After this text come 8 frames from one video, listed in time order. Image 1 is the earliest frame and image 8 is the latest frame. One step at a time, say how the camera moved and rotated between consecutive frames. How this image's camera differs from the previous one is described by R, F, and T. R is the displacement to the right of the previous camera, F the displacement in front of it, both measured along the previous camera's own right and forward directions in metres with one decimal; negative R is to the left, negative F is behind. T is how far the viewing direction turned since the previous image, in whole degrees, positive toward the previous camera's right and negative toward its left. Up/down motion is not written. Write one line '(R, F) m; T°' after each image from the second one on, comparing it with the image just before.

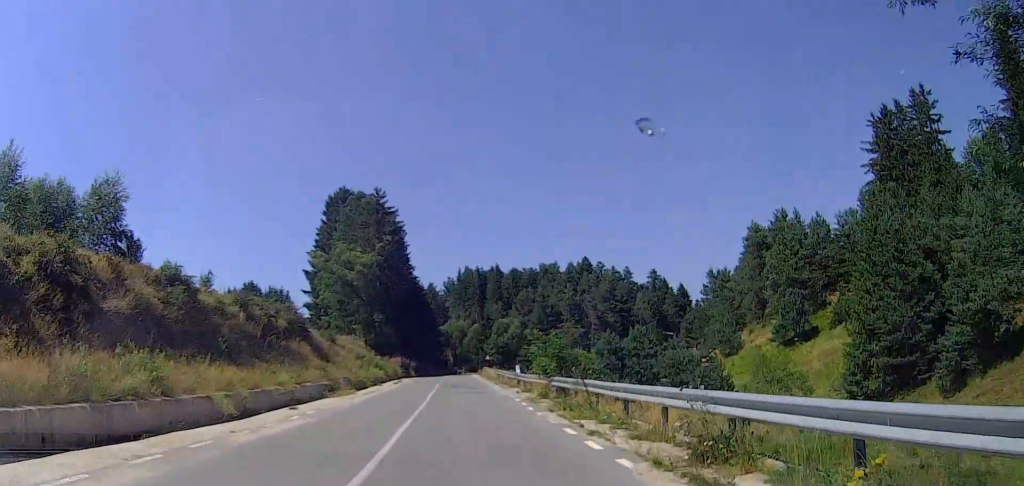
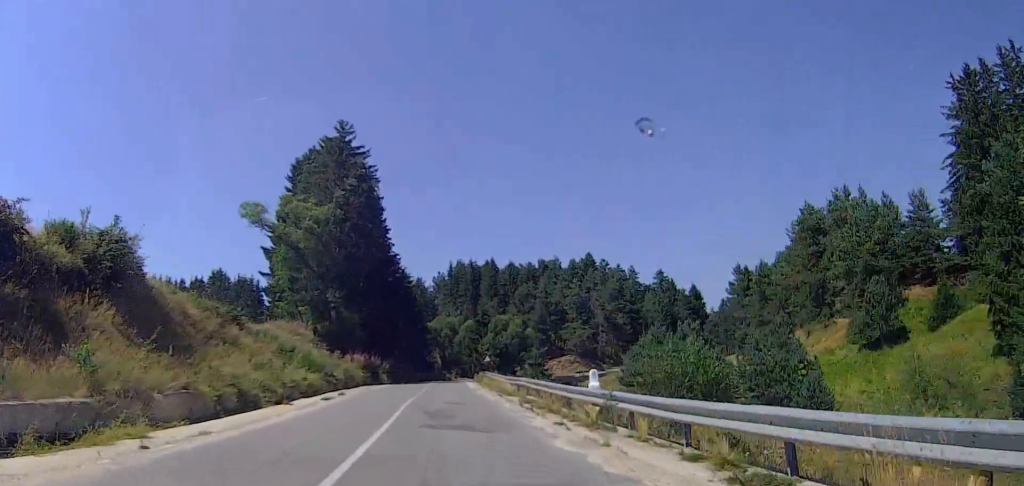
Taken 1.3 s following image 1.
(+0.5, +22.9) m; +3°
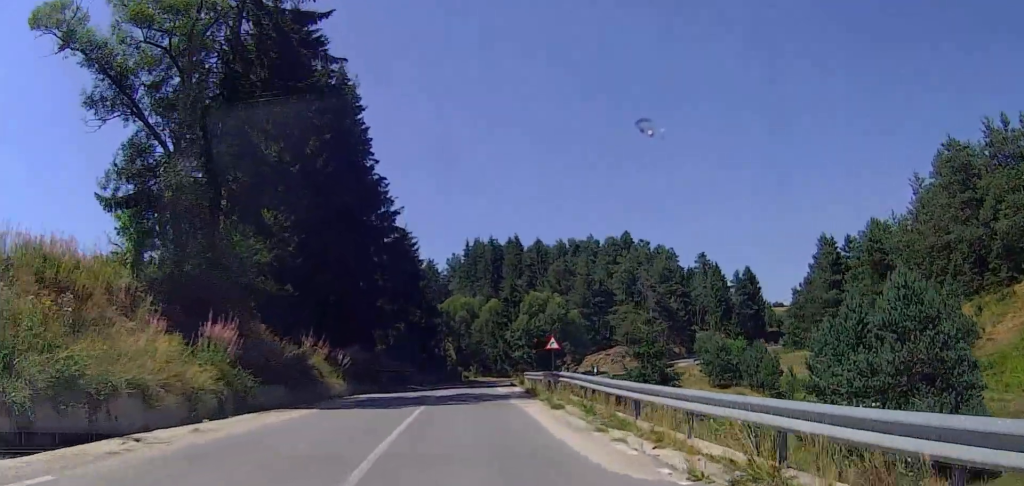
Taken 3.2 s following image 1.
(-0.3, +33.0) m; -3°
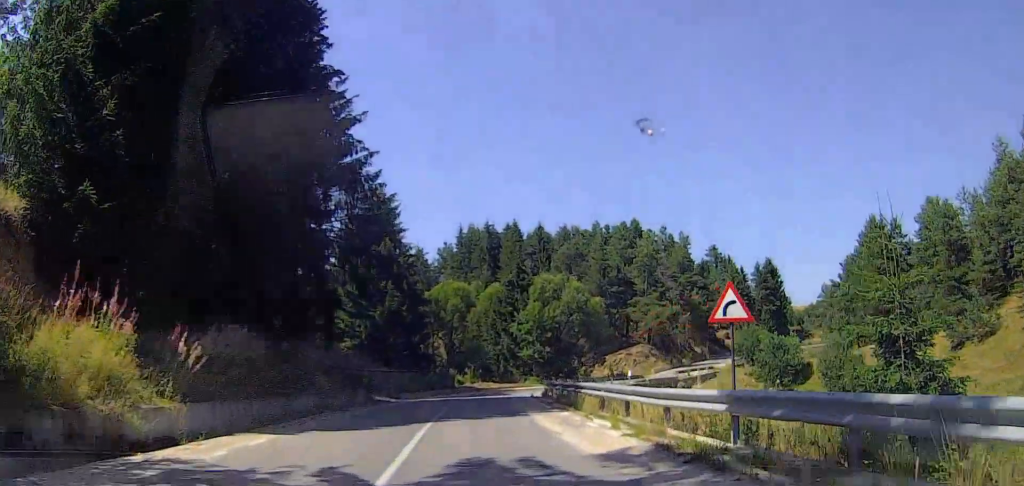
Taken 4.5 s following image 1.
(+0.1, +19.2) m; 0°
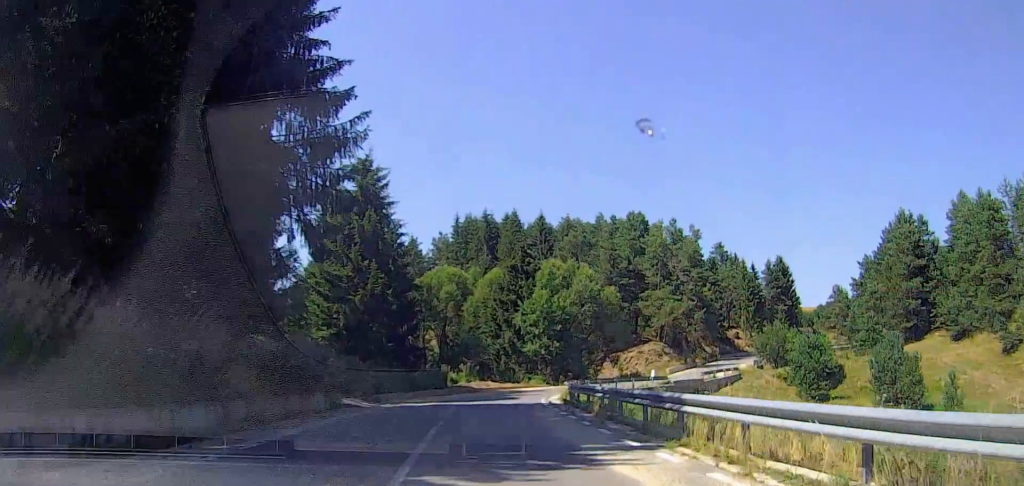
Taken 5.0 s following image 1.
(0.0, +8.9) m; 0°
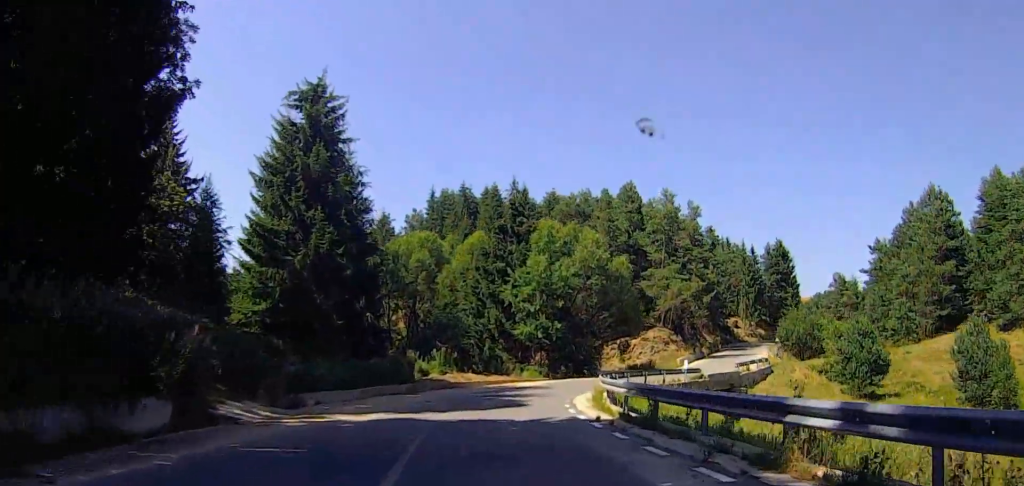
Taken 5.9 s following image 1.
(+0.1, +12.5) m; 0°
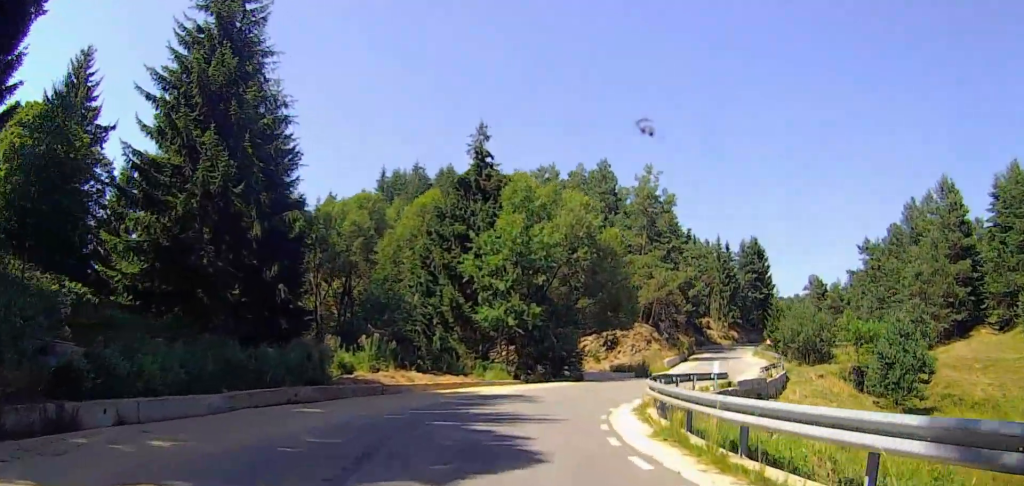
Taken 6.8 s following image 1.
(0.0, +11.9) m; +6°
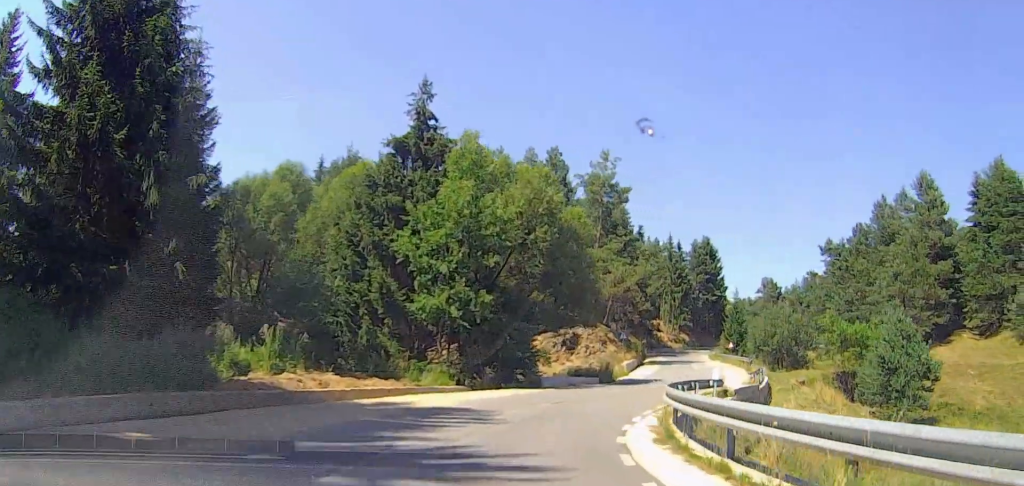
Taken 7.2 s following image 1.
(0.0, +6.2) m; +5°
